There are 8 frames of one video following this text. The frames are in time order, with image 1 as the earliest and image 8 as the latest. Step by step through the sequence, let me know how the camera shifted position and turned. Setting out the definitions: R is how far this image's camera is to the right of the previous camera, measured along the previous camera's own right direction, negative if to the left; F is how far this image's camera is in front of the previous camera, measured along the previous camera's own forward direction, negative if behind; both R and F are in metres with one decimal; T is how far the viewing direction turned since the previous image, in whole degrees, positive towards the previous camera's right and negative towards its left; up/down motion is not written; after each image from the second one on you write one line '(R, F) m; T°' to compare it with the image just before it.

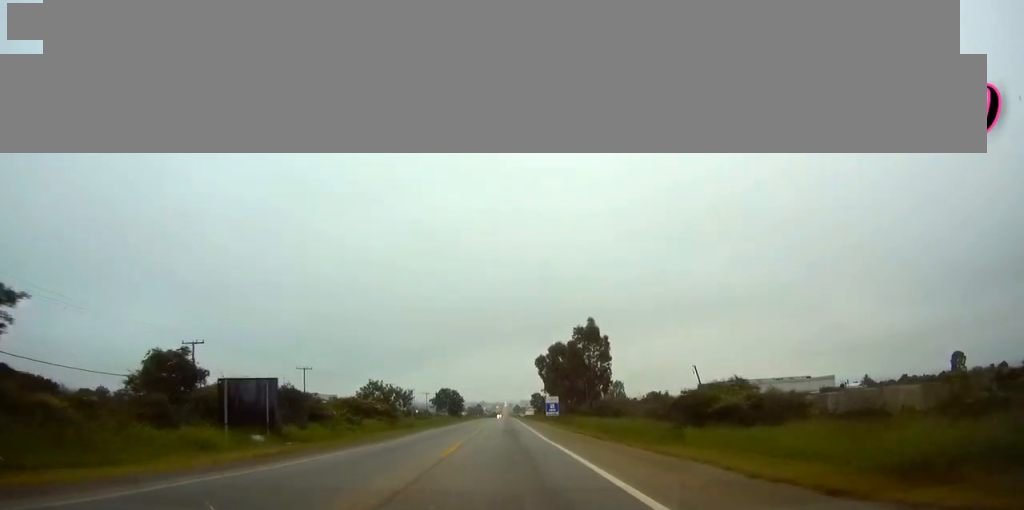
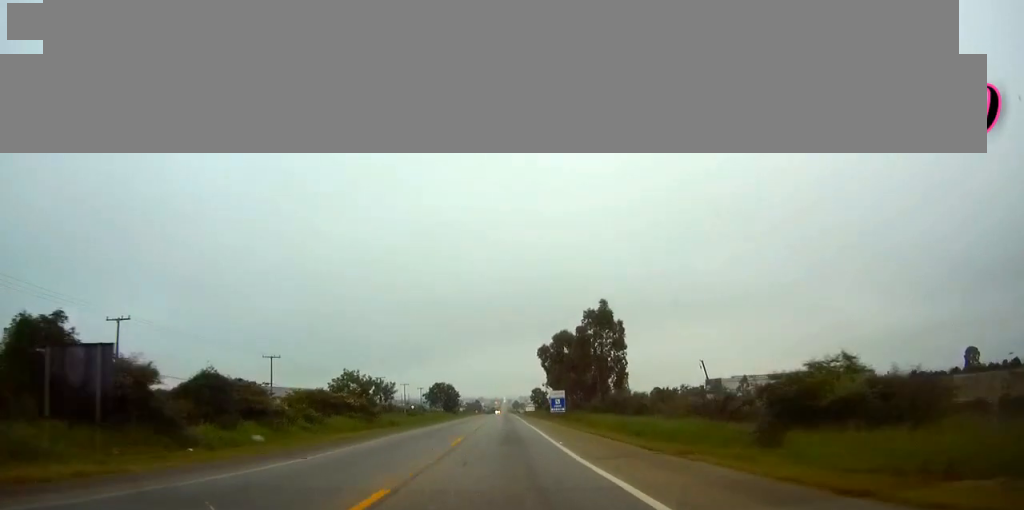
(0.0, +13.4) m; 0°
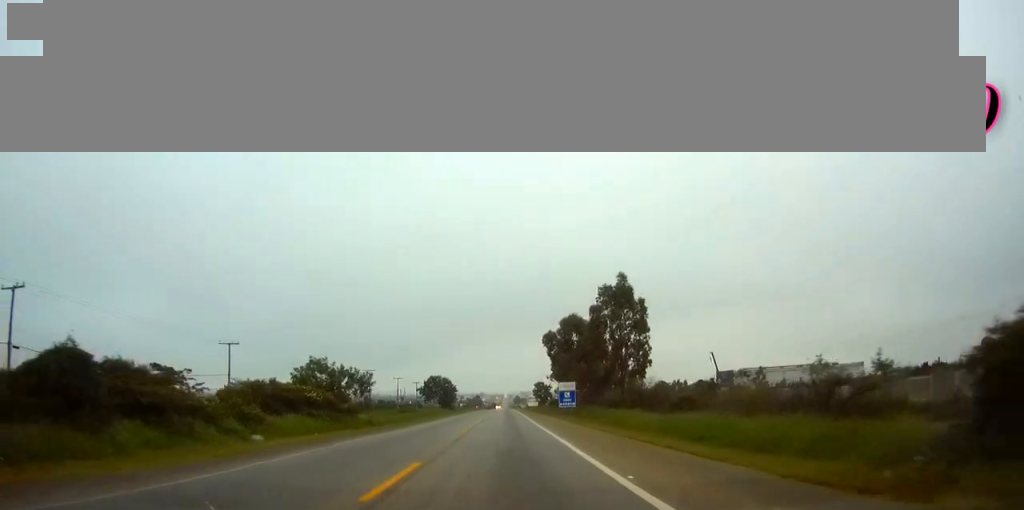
(0.0, +13.5) m; 0°
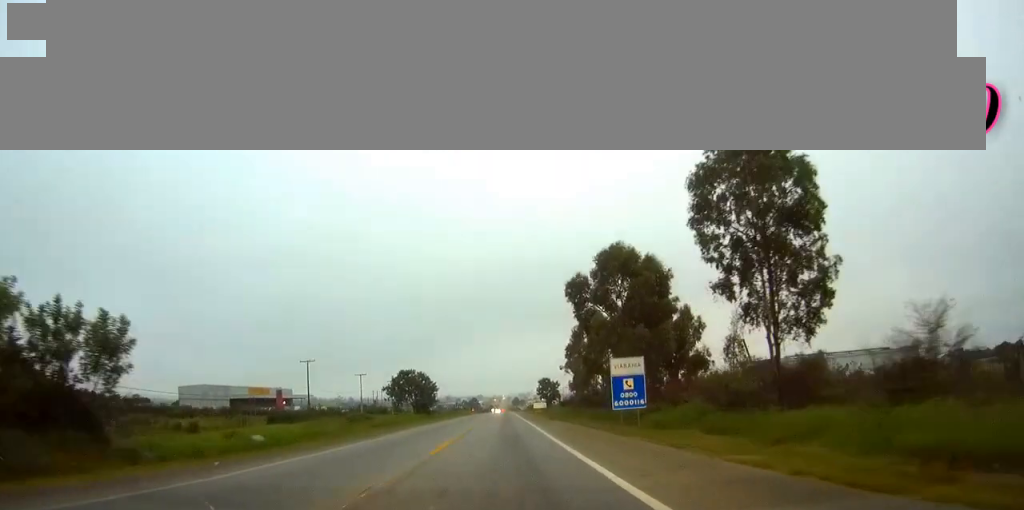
(0.0, +42.6) m; 0°
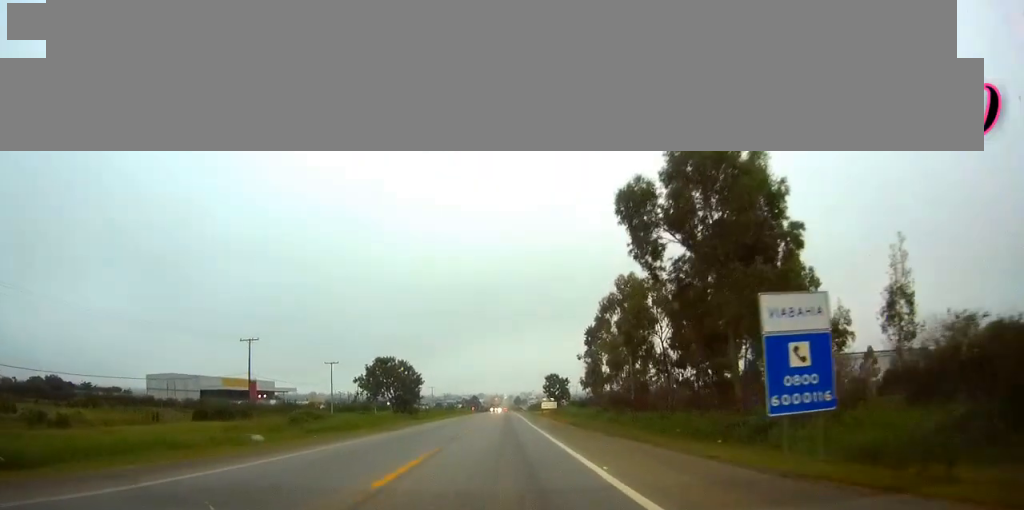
(0.0, +23.9) m; 0°
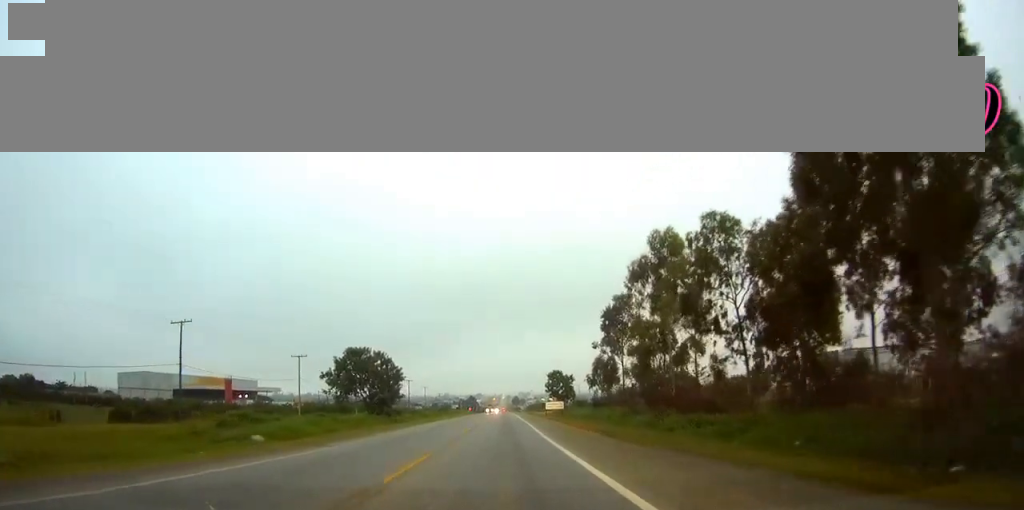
(0.0, +16.6) m; 0°
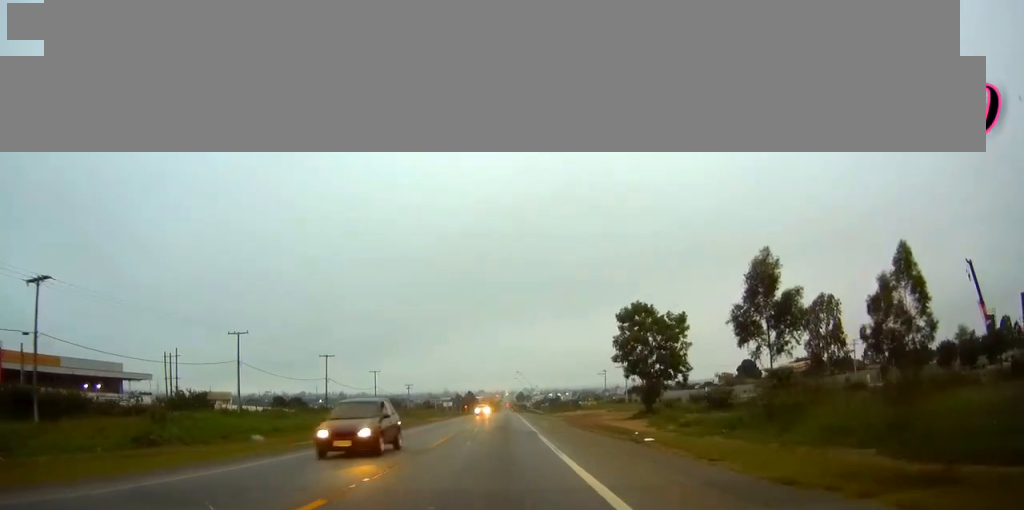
(0.0, +92.6) m; 0°
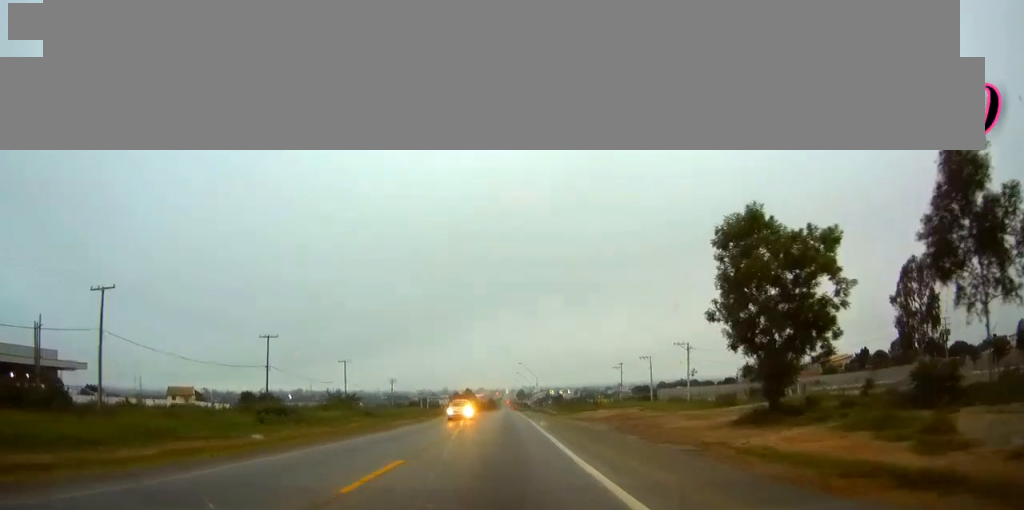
(-0.1, +27.1) m; 0°
